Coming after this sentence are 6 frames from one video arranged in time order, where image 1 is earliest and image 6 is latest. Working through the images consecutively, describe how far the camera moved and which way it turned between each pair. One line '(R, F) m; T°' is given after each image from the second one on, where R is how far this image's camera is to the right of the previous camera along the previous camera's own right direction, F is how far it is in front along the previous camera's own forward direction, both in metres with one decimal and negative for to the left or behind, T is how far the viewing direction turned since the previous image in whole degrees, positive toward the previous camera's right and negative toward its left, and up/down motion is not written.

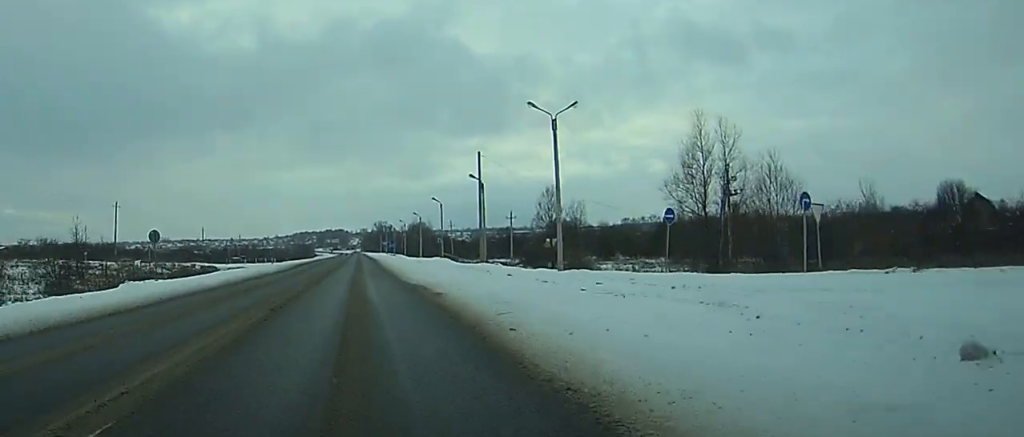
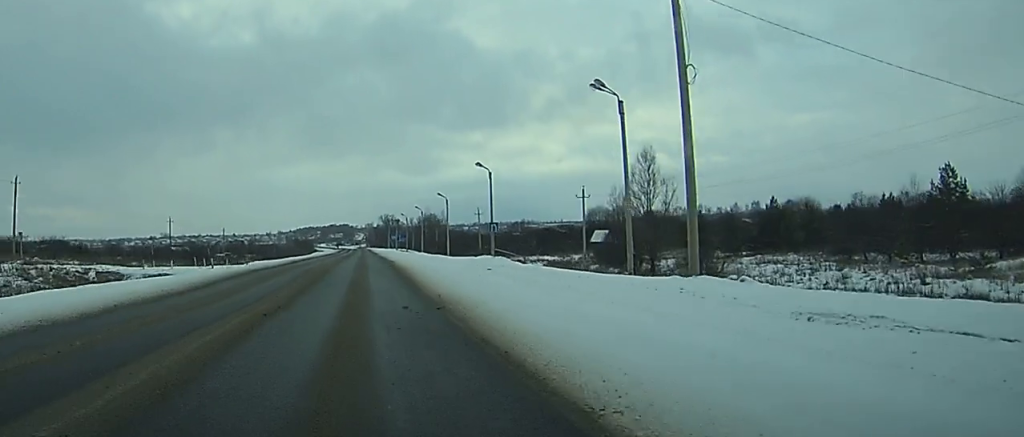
(-0.1, +42.0) m; 0°
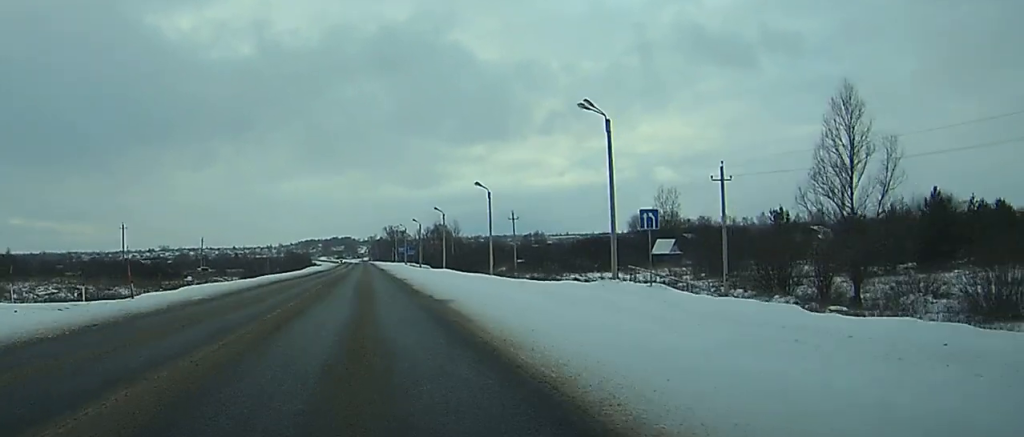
(0.0, +36.3) m; 0°
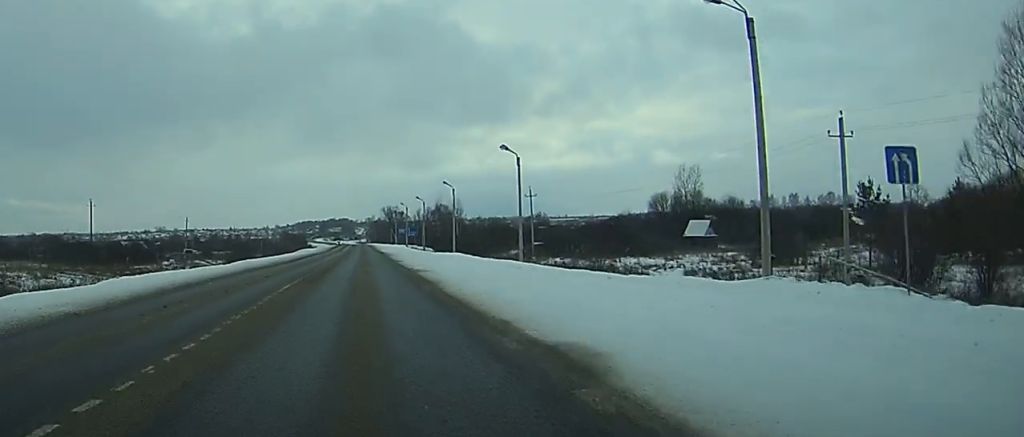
(0.0, +15.7) m; 0°
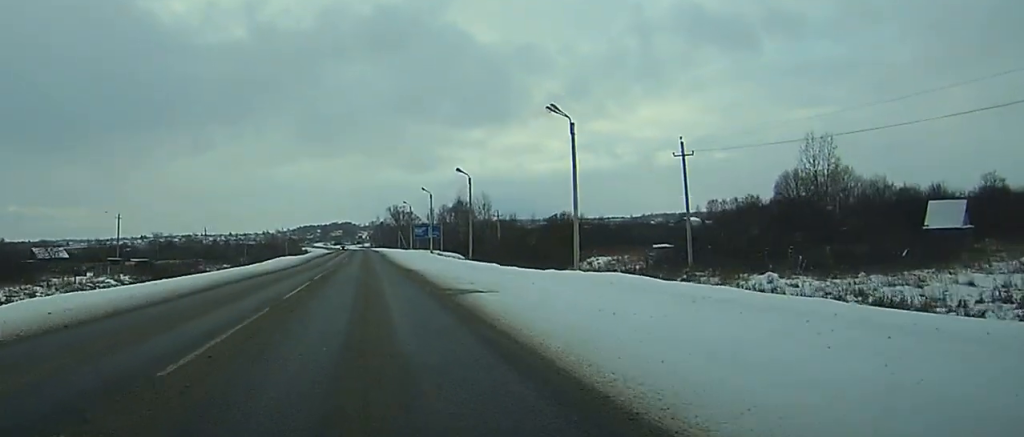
(0.0, +56.0) m; 0°
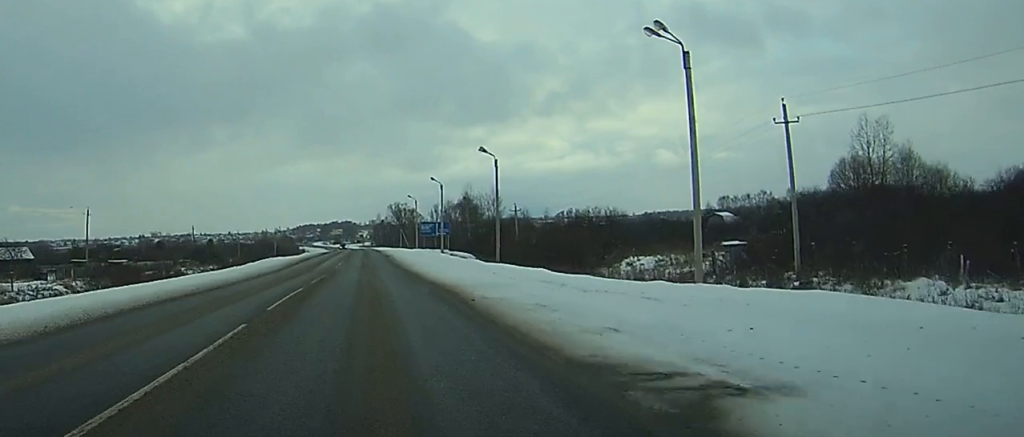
(0.0, +15.9) m; 0°
